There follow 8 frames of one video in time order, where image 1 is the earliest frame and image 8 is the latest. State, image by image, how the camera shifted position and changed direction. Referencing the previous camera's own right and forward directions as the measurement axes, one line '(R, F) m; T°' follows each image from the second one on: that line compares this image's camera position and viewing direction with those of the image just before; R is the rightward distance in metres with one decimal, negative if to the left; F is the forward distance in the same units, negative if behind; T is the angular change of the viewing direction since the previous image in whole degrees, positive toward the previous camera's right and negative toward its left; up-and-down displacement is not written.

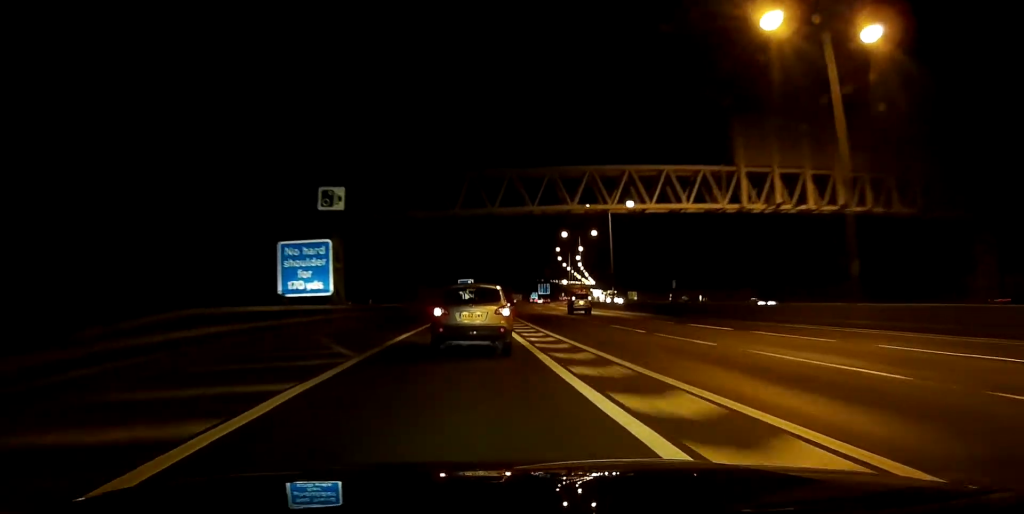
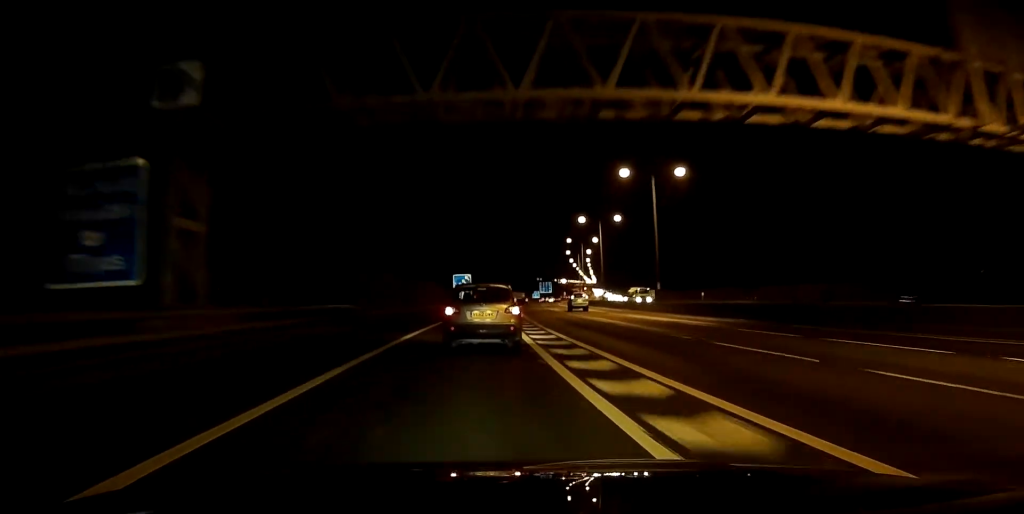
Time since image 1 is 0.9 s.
(+0.1, +23.7) m; 0°
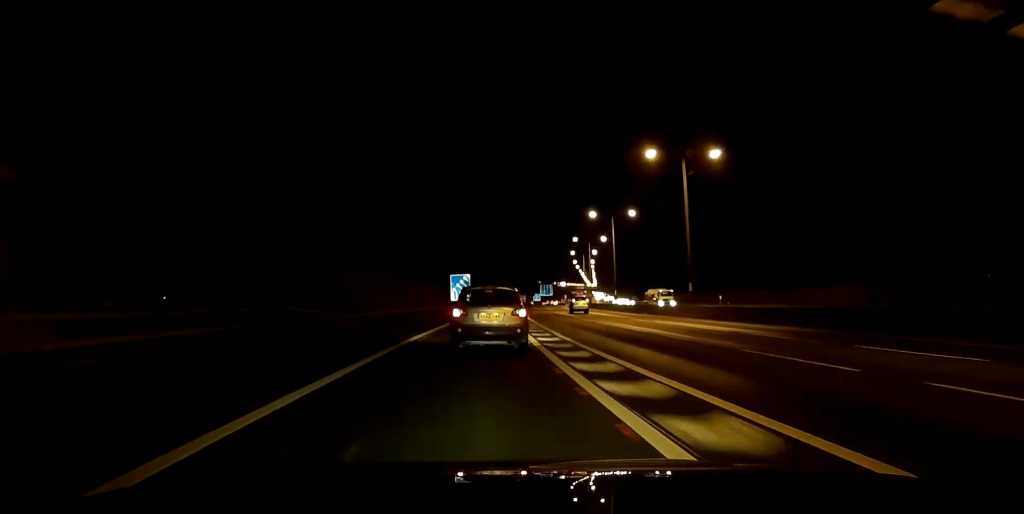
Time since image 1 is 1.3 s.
(0.0, +10.6) m; 0°
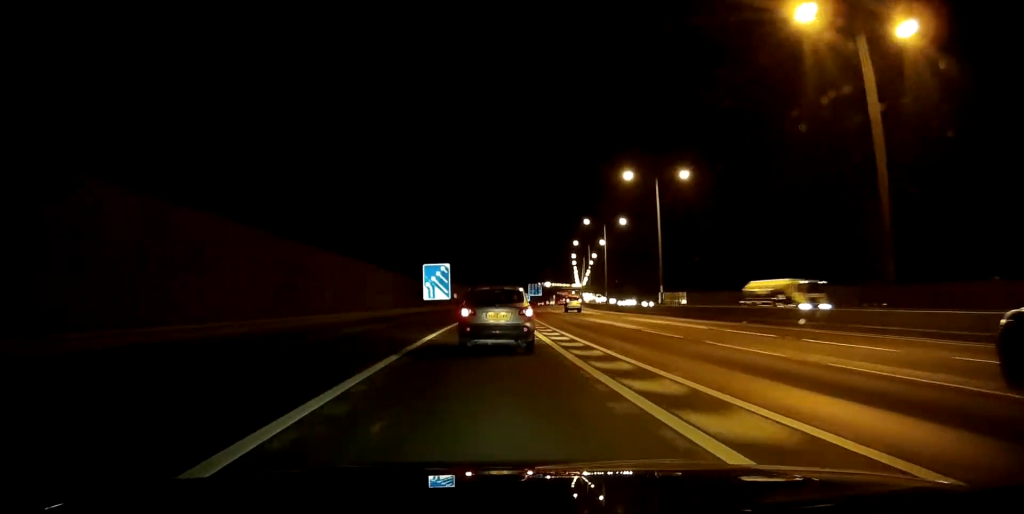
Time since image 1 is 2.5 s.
(0.0, +32.2) m; +1°
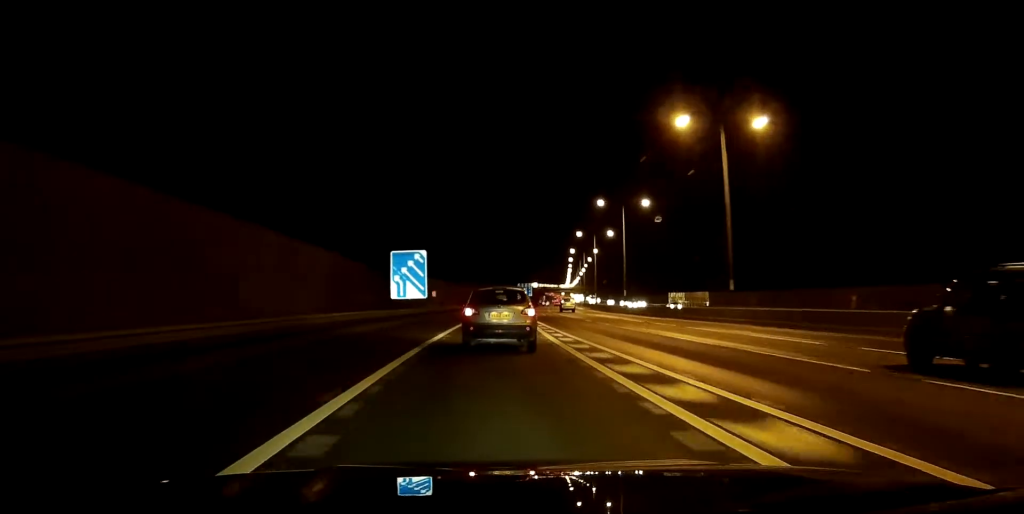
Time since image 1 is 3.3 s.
(+0.2, +22.5) m; +1°
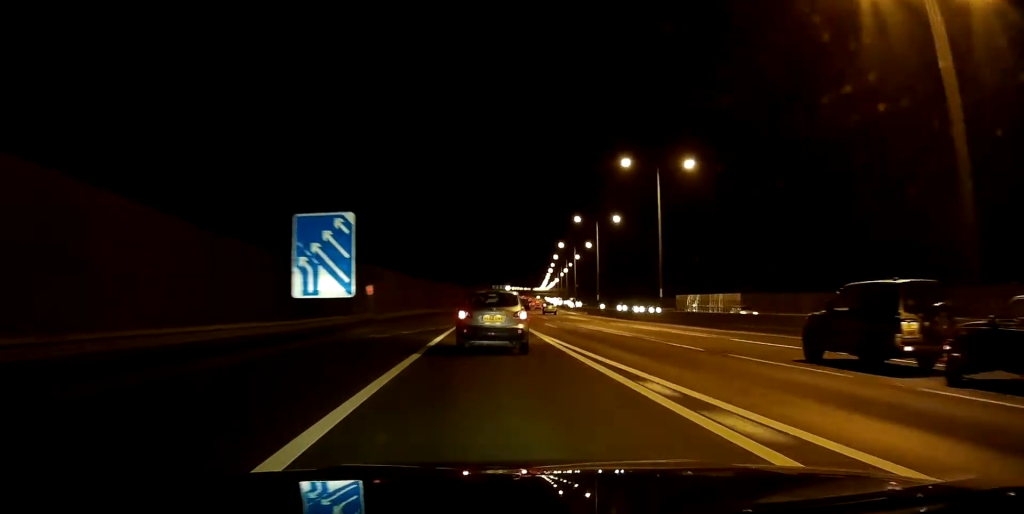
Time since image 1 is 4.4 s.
(+0.4, +27.6) m; +3°
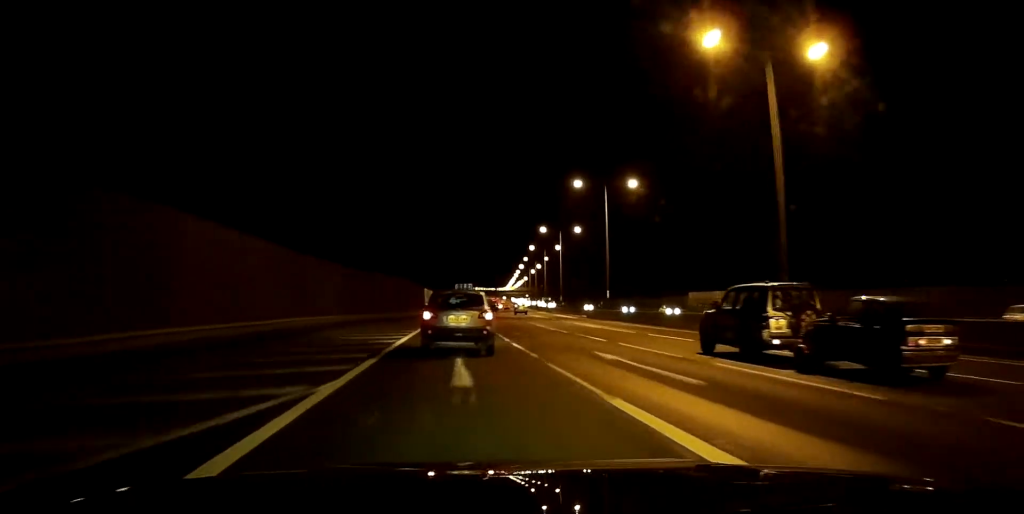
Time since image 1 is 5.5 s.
(+1.0, +30.2) m; +2°
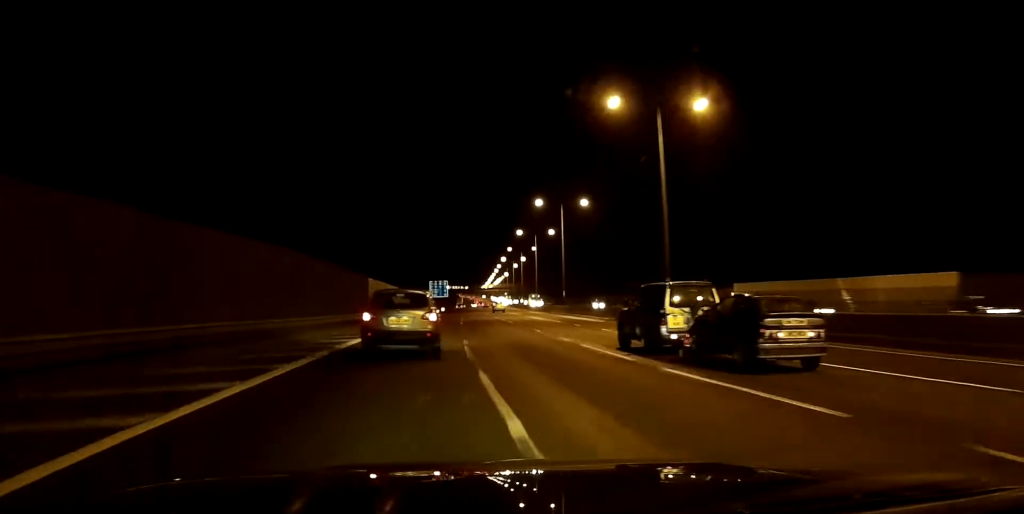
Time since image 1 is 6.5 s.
(+0.2, +28.6) m; +2°
